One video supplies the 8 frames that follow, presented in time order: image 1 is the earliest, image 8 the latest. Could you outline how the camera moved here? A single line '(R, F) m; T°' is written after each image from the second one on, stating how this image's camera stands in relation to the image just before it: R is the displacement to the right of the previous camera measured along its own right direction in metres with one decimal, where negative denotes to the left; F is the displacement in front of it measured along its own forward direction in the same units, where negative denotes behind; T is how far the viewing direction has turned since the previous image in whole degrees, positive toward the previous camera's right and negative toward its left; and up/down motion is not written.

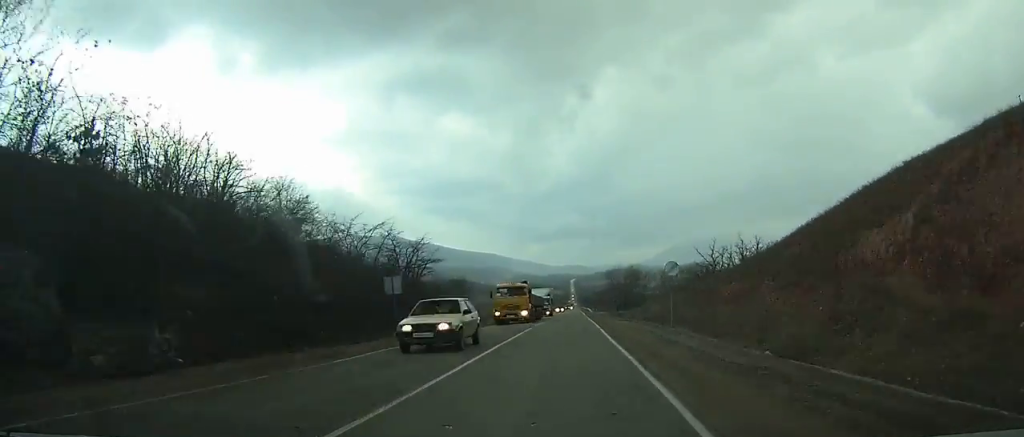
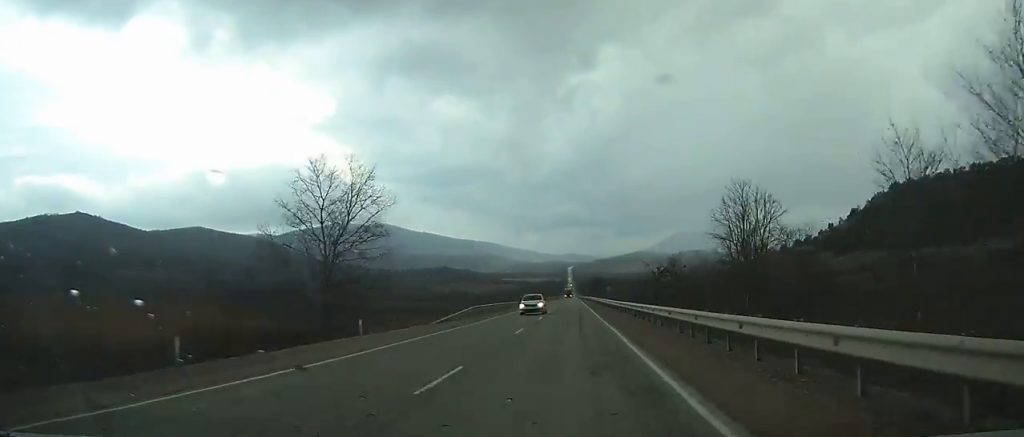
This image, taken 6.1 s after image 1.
(+0.1, +148.0) m; 0°
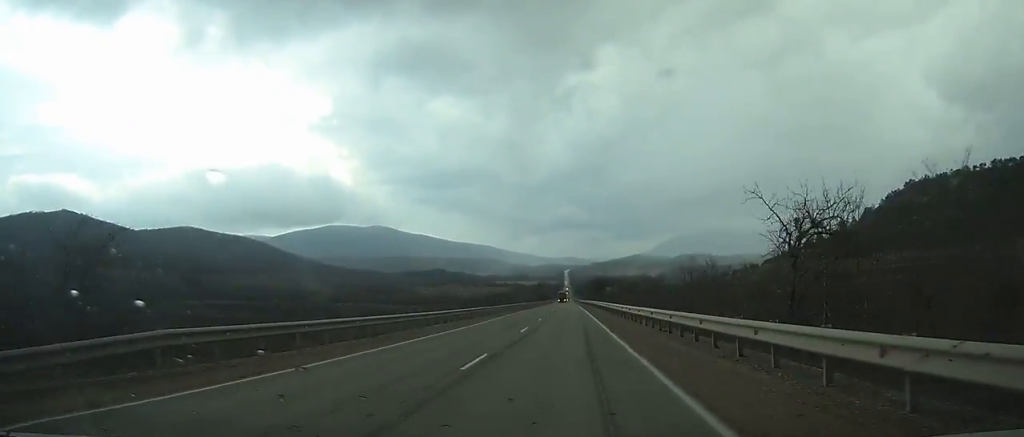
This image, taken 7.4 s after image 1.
(0.0, +31.3) m; 0°
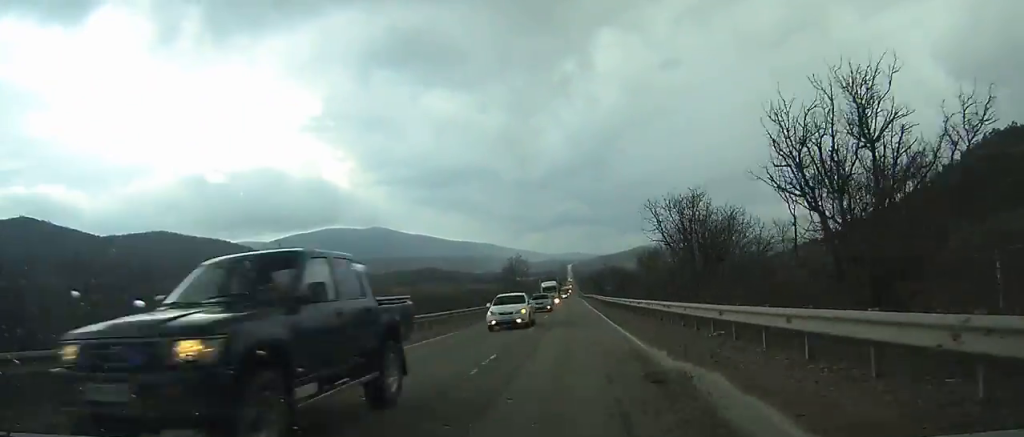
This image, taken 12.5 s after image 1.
(-0.7, +120.8) m; 0°
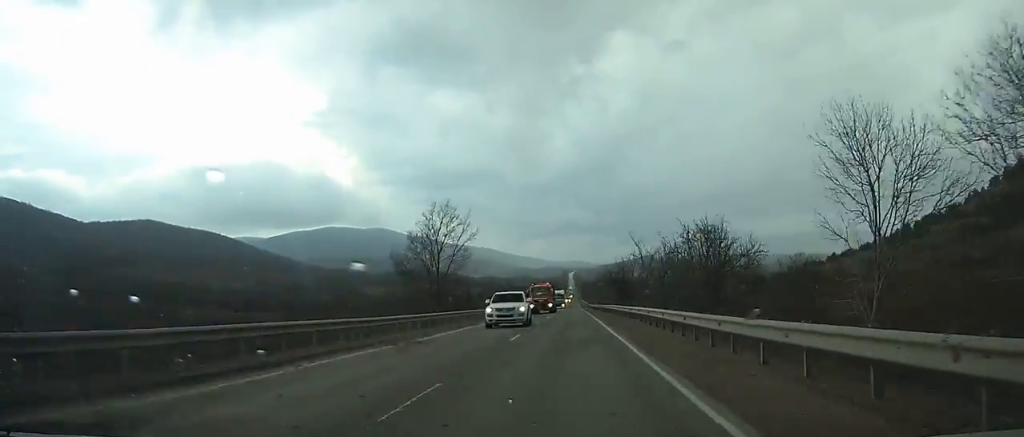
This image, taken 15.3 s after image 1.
(-0.1, +66.1) m; 0°
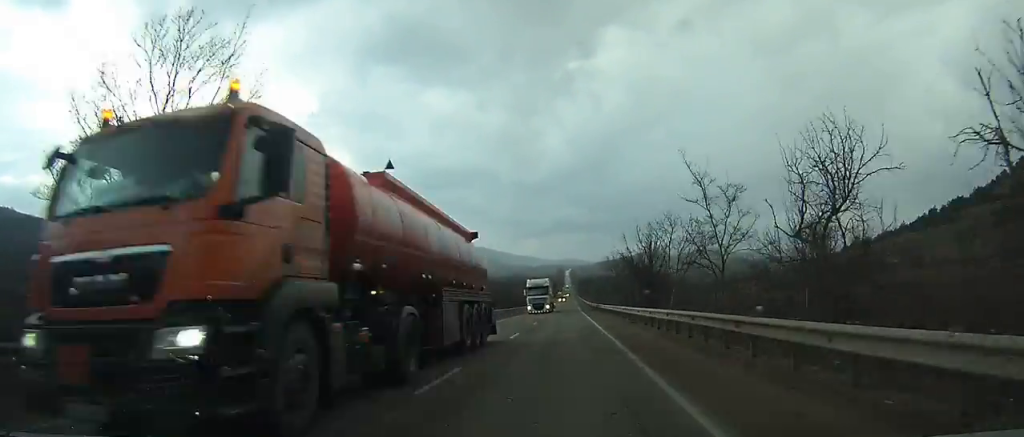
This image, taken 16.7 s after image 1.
(-0.1, +33.3) m; 0°
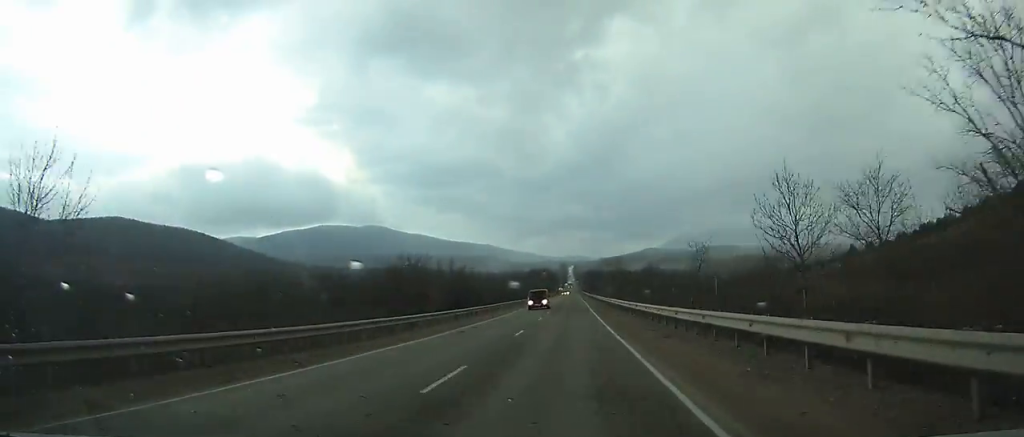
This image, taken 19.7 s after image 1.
(-0.2, +72.5) m; 0°
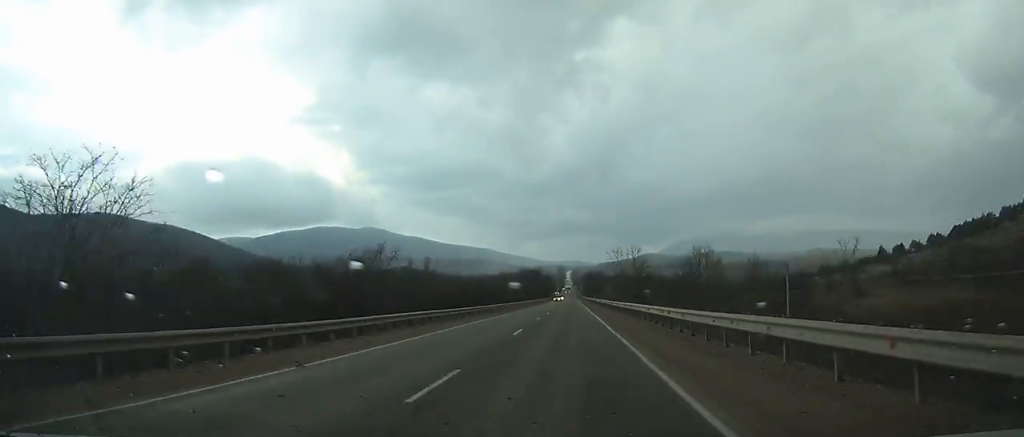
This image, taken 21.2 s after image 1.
(+0.1, +36.9) m; 0°
